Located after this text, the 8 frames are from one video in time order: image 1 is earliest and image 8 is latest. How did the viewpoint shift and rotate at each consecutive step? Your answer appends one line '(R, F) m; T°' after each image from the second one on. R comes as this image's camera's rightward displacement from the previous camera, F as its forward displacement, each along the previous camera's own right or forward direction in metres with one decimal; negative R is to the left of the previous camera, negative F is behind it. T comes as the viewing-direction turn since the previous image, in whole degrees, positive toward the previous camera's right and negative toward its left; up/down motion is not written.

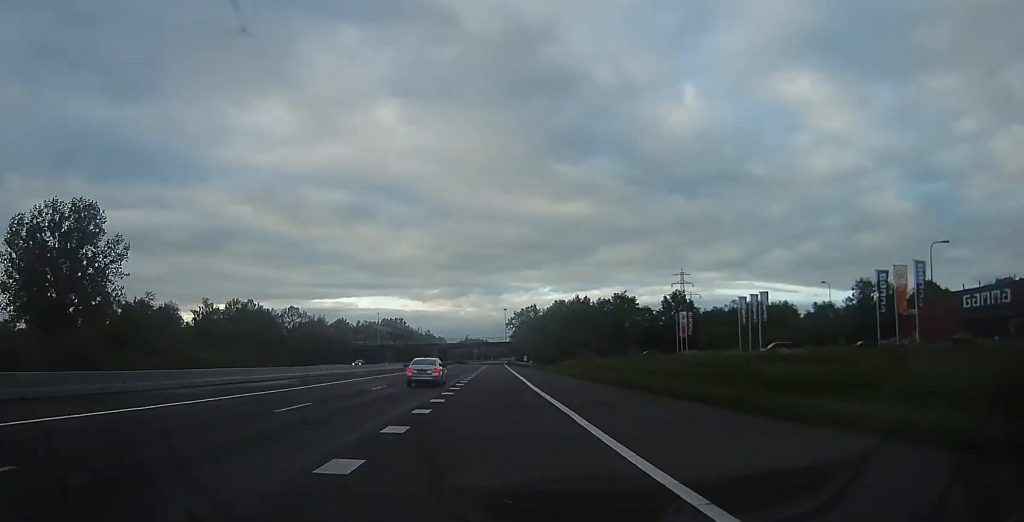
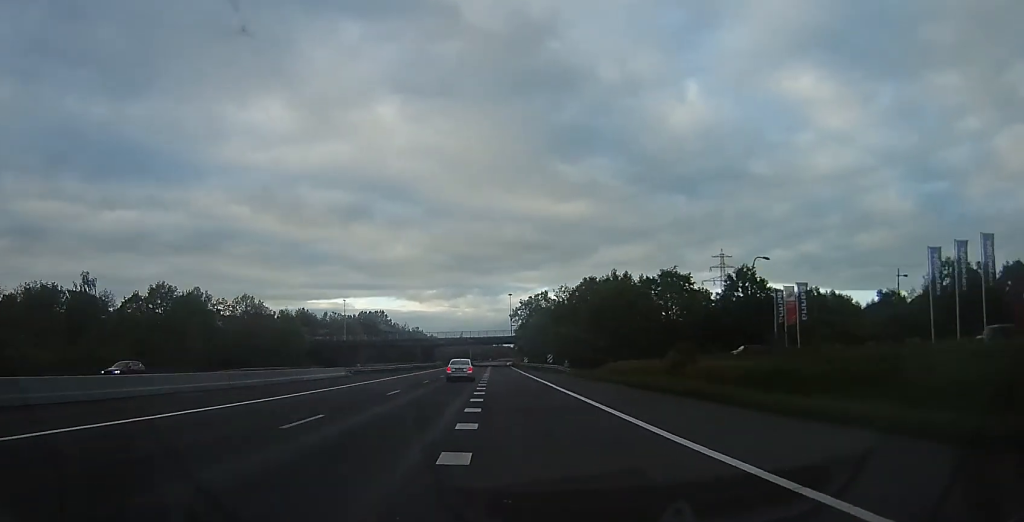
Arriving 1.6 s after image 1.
(+0.1, +38.2) m; 0°
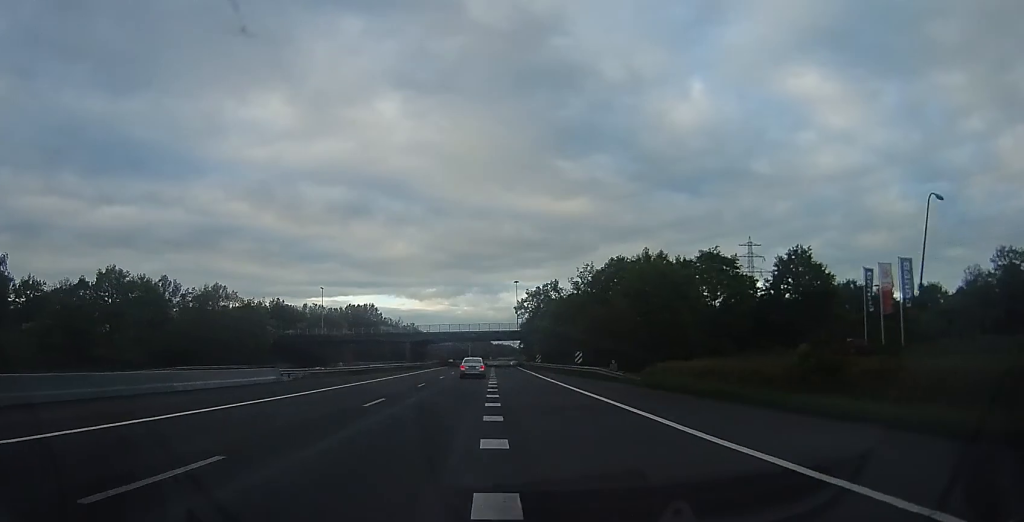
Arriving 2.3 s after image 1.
(0.0, +18.4) m; 0°
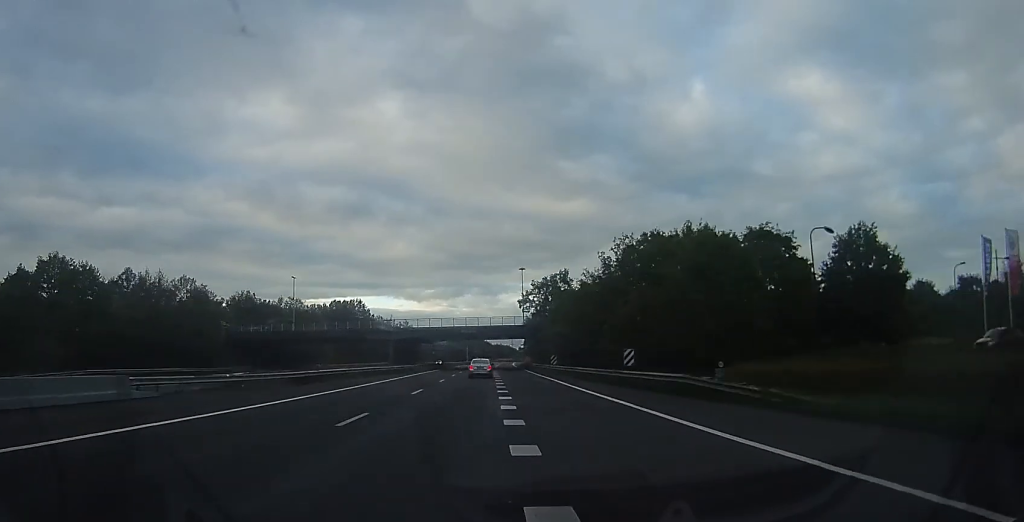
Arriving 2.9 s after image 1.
(0.0, +16.1) m; +1°
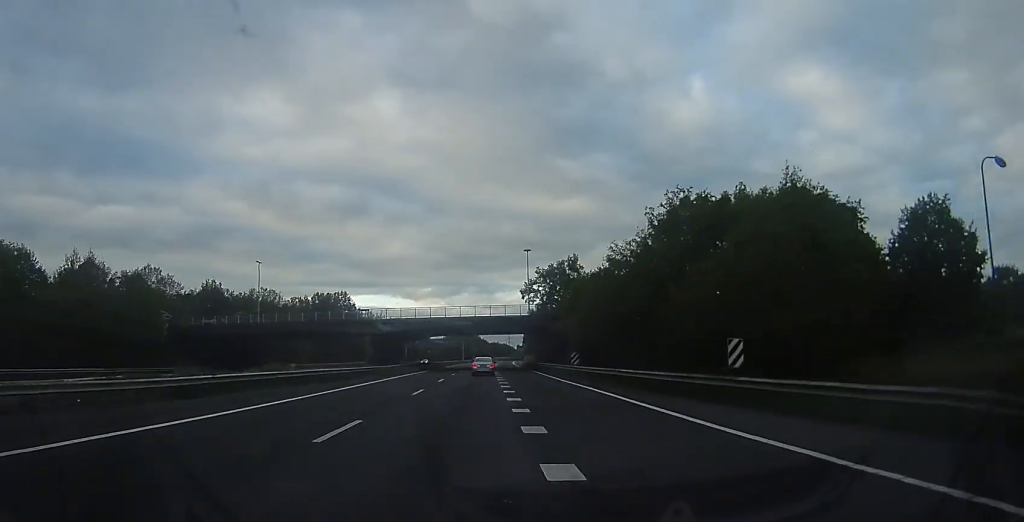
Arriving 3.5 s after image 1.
(-0.1, +13.8) m; +1°
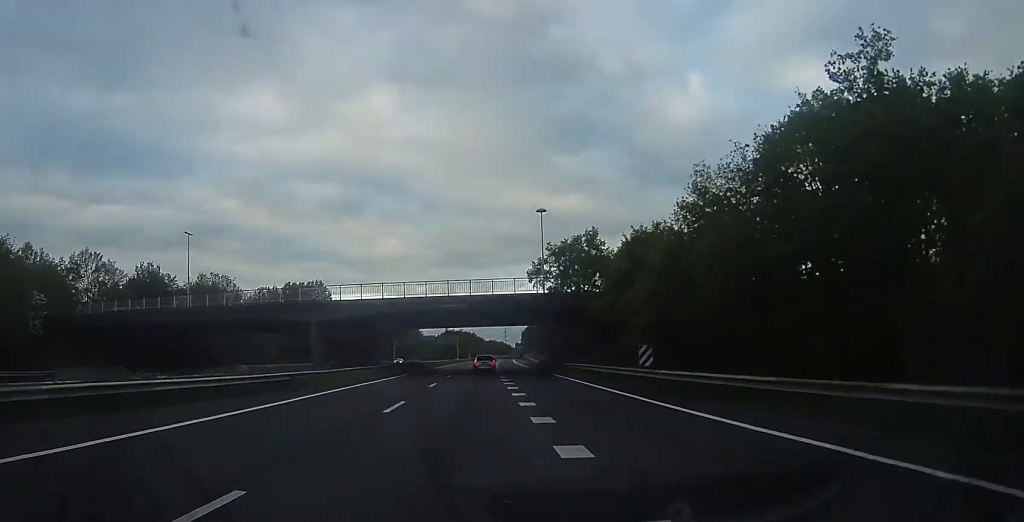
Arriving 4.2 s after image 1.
(+0.4, +19.3) m; +1°
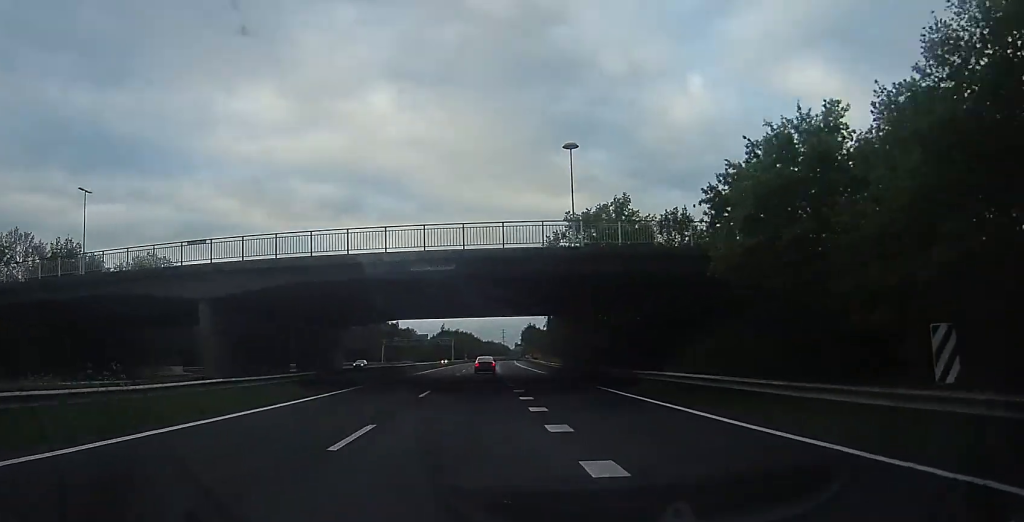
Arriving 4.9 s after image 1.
(+0.3, +17.8) m; 0°
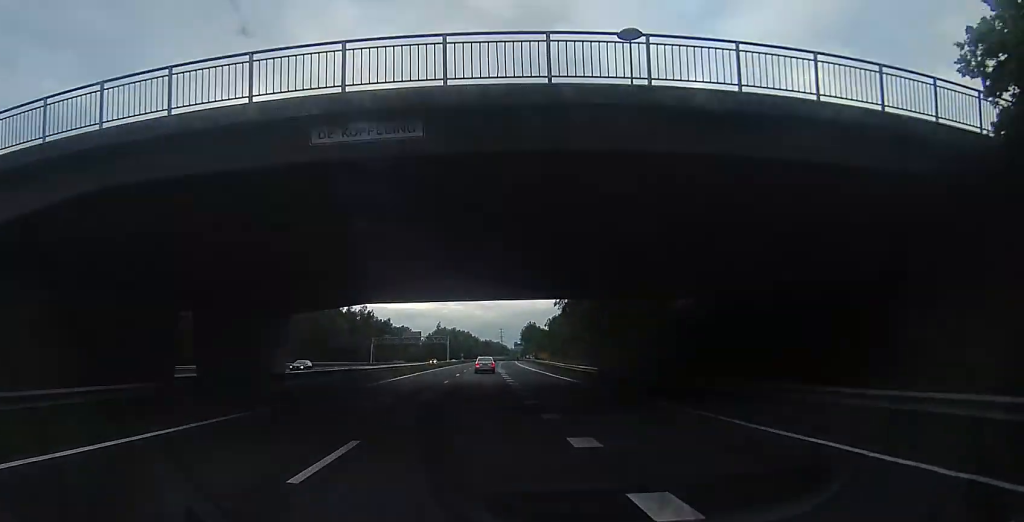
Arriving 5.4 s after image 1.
(-0.4, +14.4) m; -1°
